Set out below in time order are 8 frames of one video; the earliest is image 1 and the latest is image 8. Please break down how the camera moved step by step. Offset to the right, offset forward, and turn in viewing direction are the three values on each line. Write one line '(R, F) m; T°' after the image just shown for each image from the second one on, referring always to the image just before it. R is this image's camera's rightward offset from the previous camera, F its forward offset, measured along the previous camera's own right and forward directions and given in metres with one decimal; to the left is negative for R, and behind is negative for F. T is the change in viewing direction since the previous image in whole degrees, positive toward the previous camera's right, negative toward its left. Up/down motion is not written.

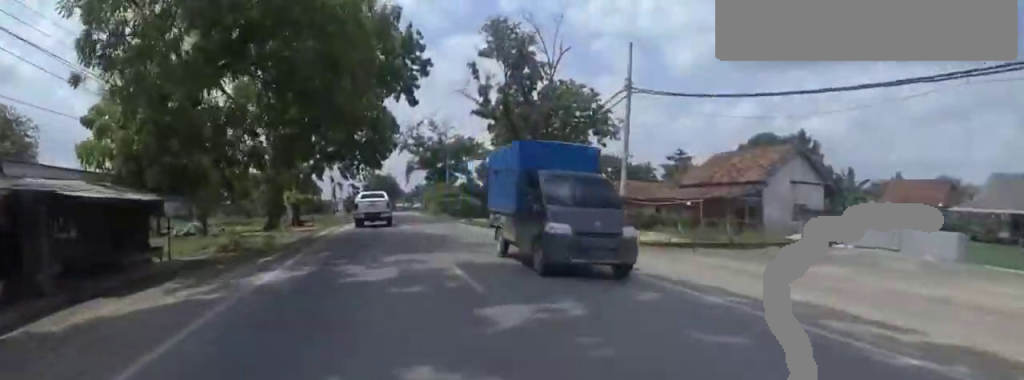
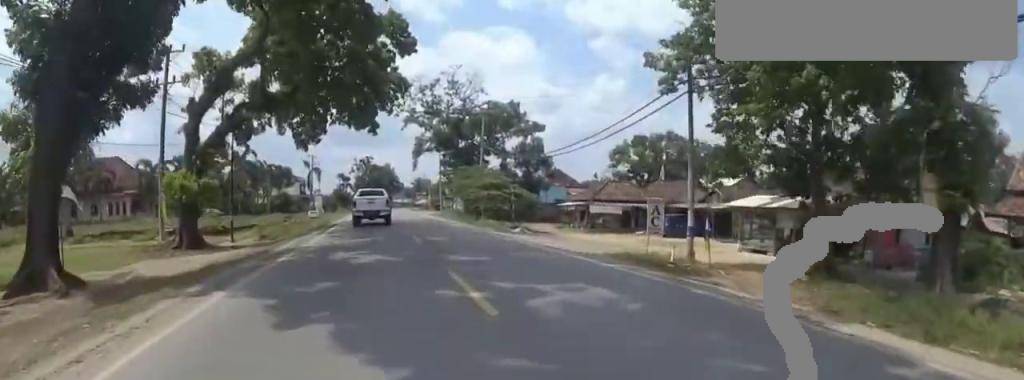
(0.0, +25.3) m; 0°
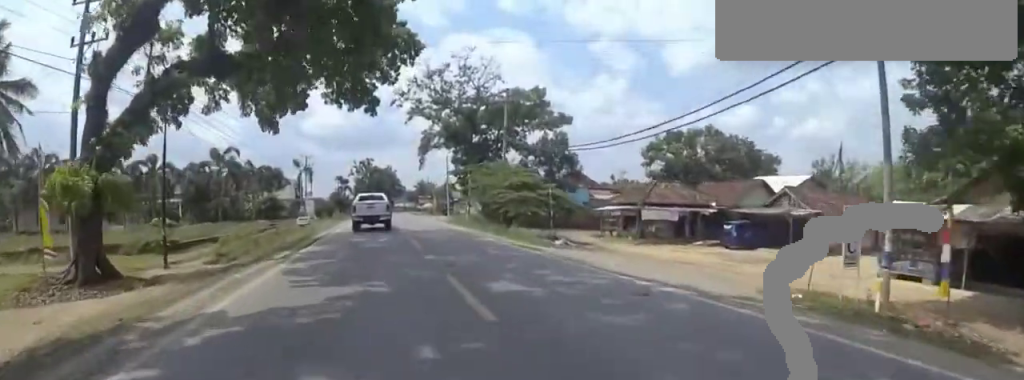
(0.0, +7.7) m; +1°
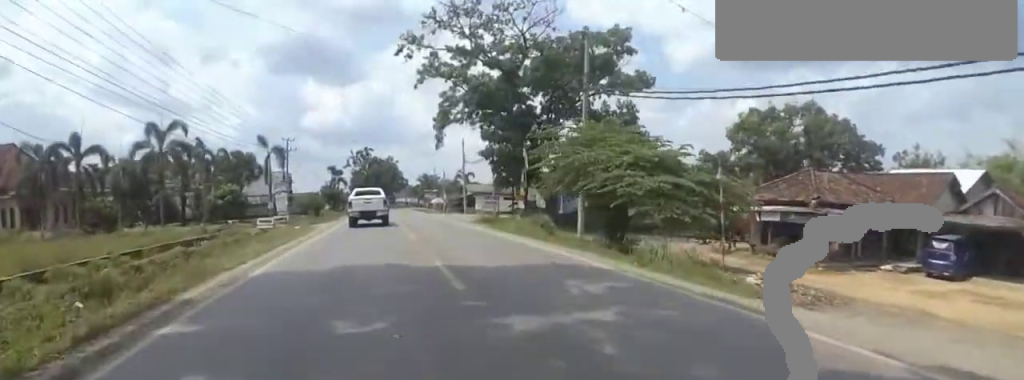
(+0.2, +14.7) m; +1°
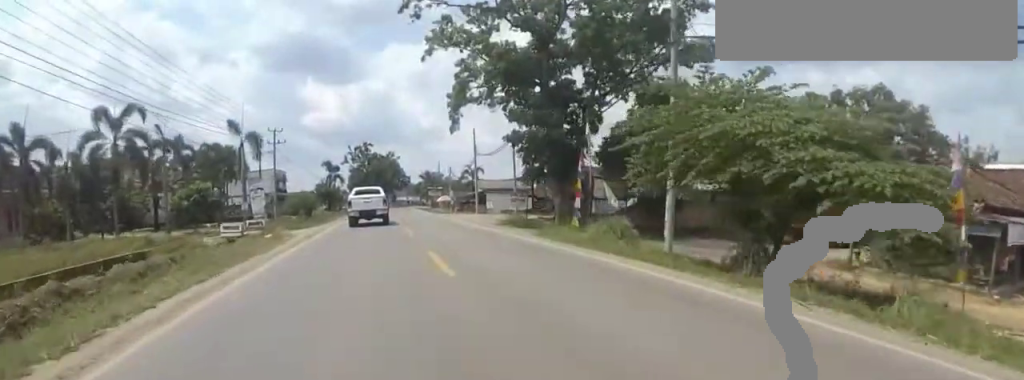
(+0.3, +7.4) m; 0°
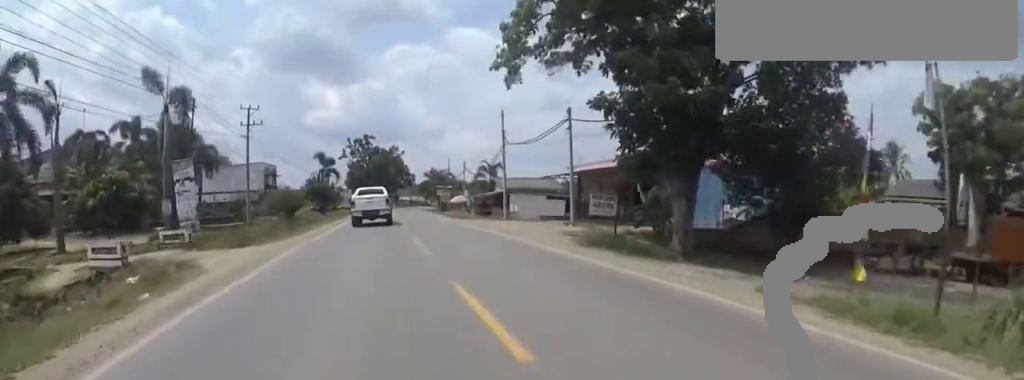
(-0.3, +11.6) m; -1°
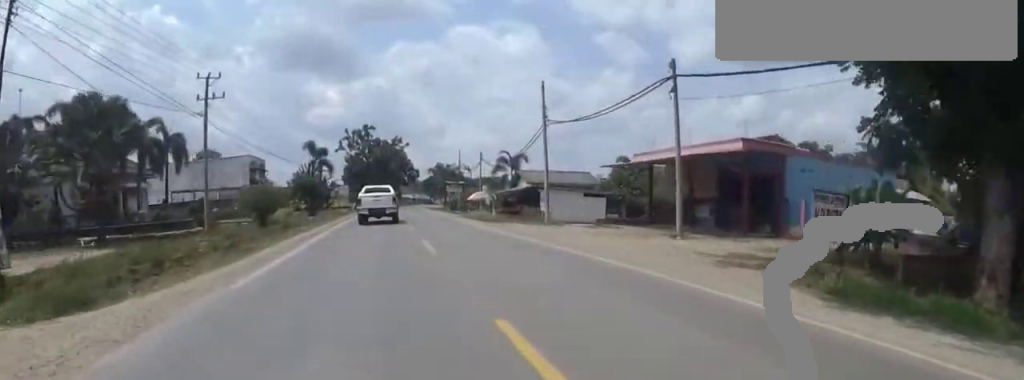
(-0.1, +10.6) m; -2°
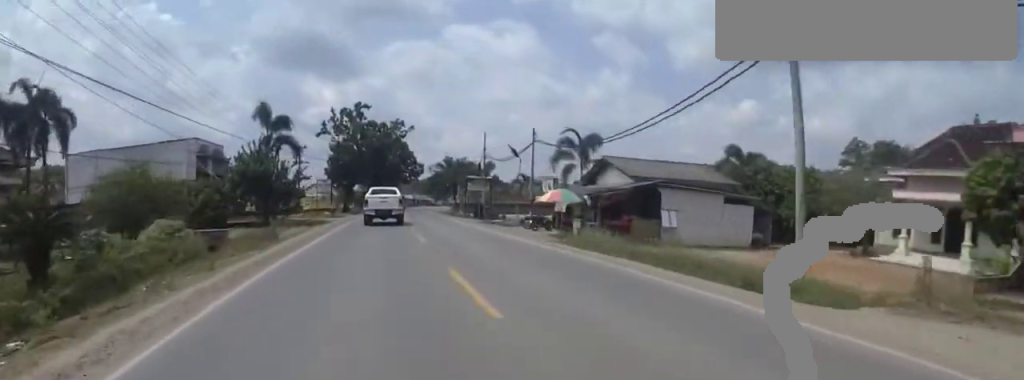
(-0.7, +21.2) m; 0°
